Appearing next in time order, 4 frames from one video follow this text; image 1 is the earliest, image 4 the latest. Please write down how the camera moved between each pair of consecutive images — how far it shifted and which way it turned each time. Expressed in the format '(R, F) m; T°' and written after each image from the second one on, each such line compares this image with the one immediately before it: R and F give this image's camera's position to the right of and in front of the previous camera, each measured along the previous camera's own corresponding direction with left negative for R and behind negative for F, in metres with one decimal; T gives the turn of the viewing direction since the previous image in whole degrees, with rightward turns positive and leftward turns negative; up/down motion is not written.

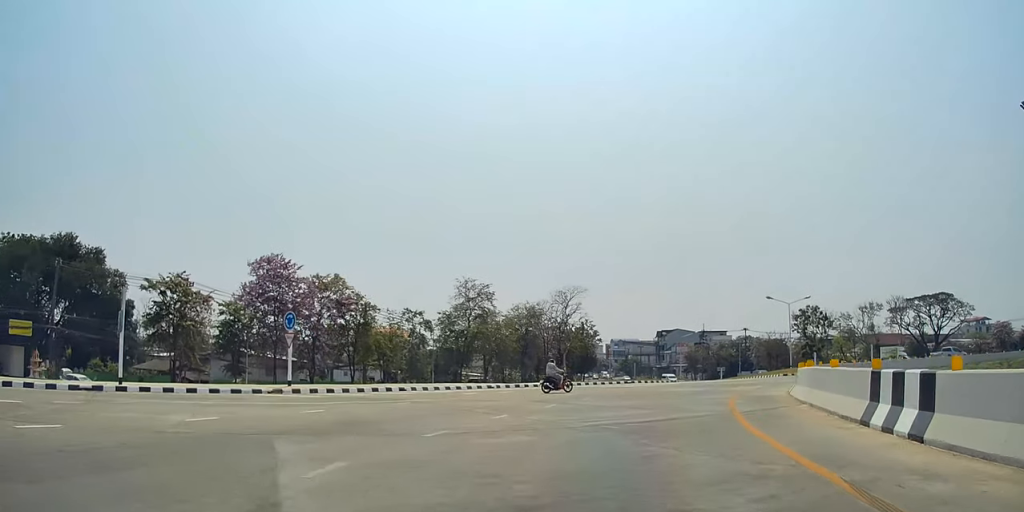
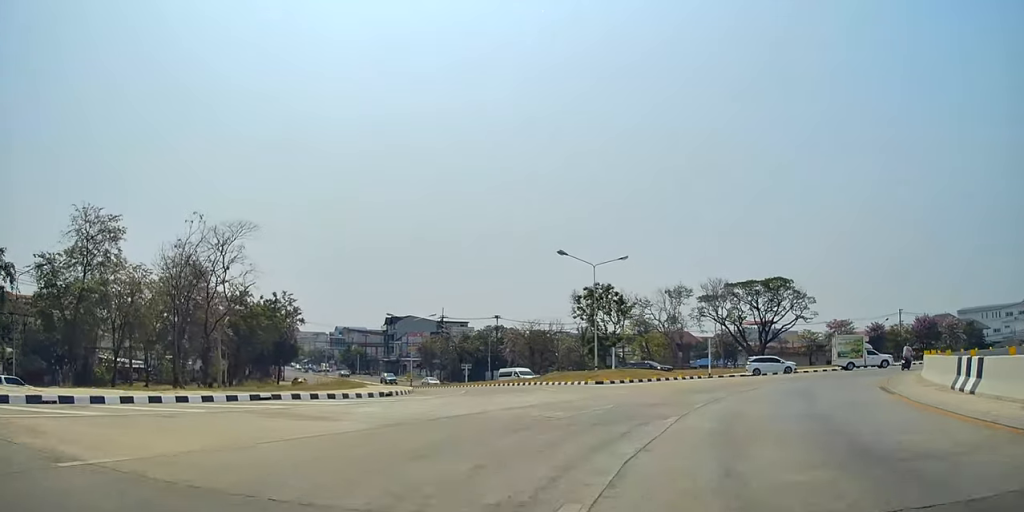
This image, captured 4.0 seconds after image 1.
(+7.4, +33.8) m; +23°
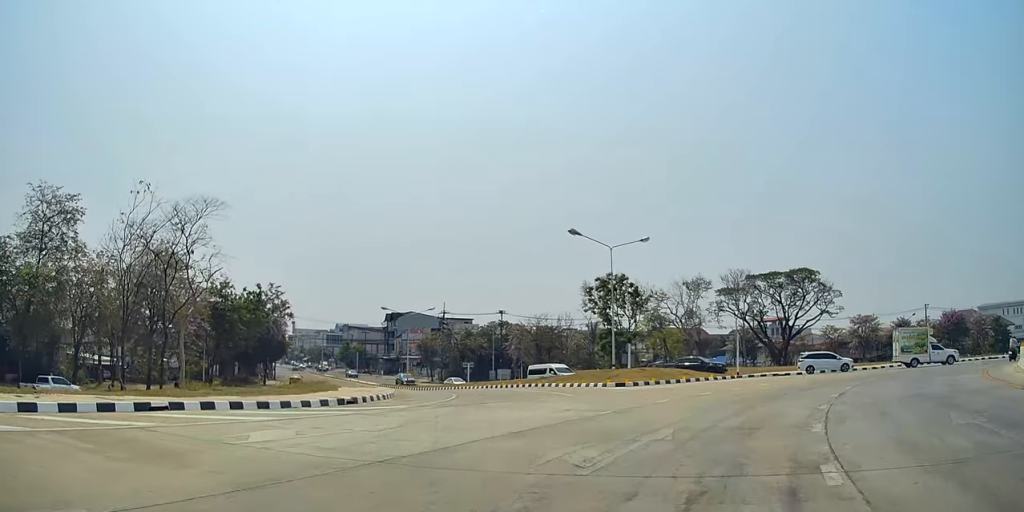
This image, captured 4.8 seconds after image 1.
(+0.2, +6.5) m; +3°
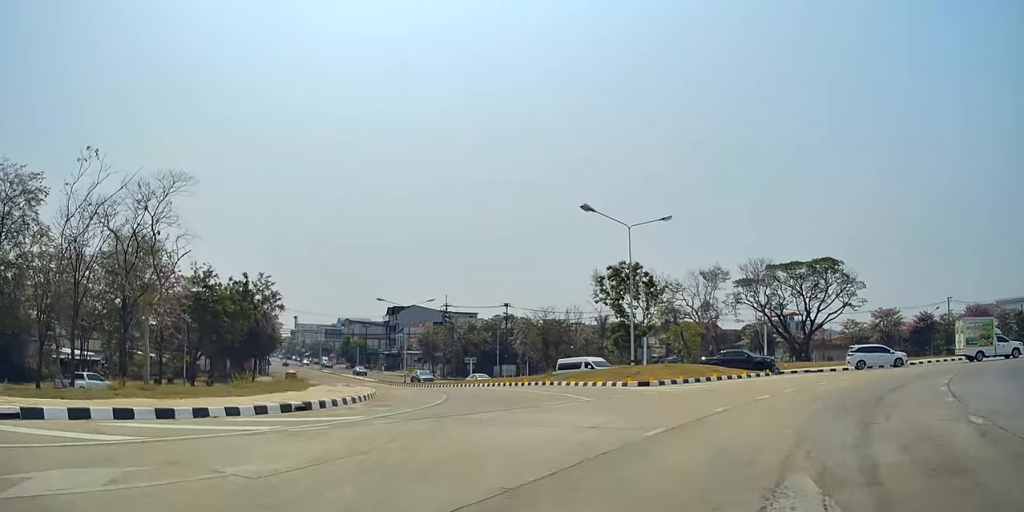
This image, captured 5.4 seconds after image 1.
(+0.2, +5.6) m; +2°
